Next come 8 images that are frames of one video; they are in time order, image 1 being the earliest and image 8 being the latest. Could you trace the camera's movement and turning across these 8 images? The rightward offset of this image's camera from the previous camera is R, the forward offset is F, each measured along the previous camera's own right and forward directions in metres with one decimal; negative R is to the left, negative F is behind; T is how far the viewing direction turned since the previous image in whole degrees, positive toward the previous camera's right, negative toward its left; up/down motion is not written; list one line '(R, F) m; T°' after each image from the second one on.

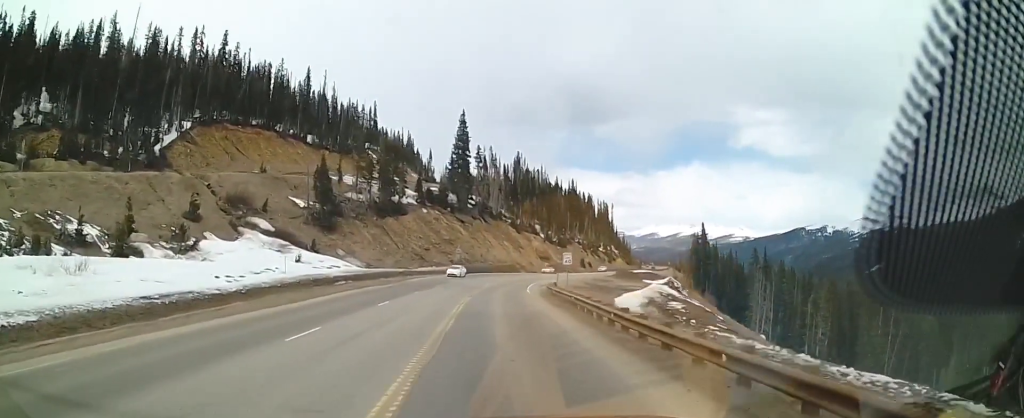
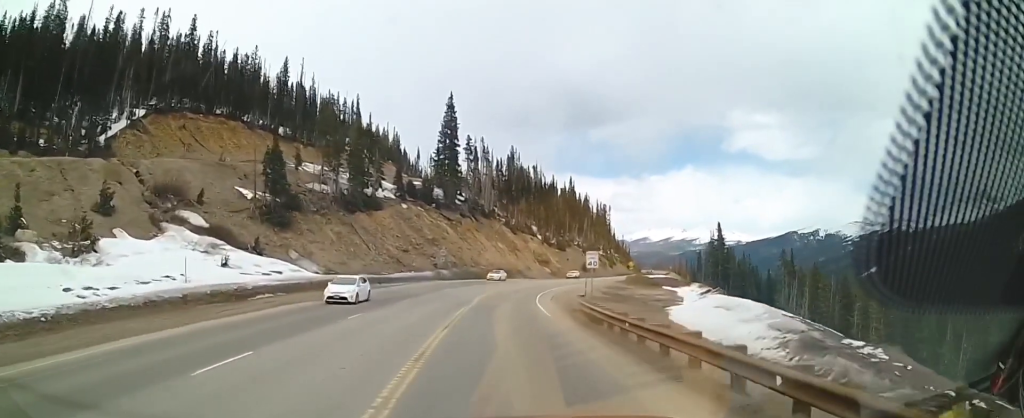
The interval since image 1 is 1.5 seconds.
(-0.1, +16.5) m; +1°
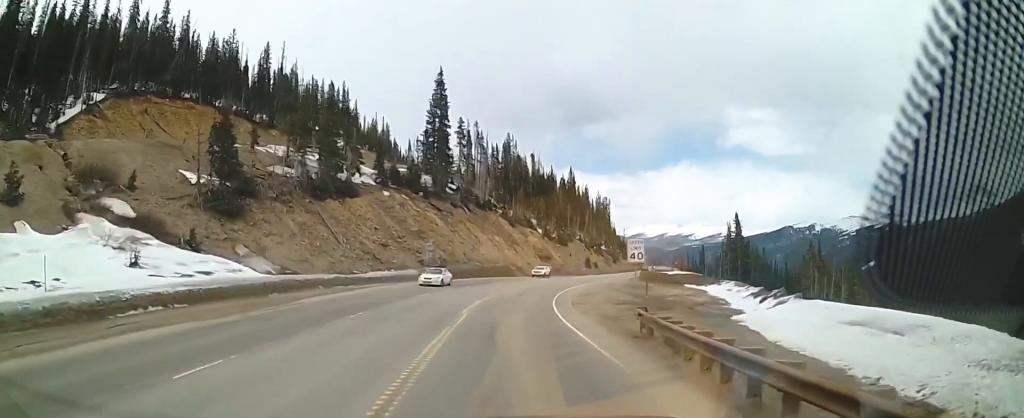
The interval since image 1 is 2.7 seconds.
(+0.2, +12.9) m; +2°
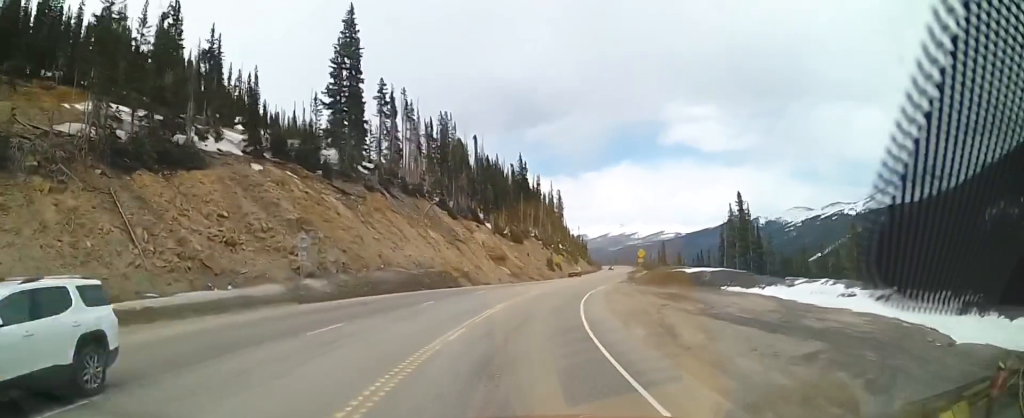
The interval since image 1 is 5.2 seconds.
(+1.2, +30.4) m; +11°
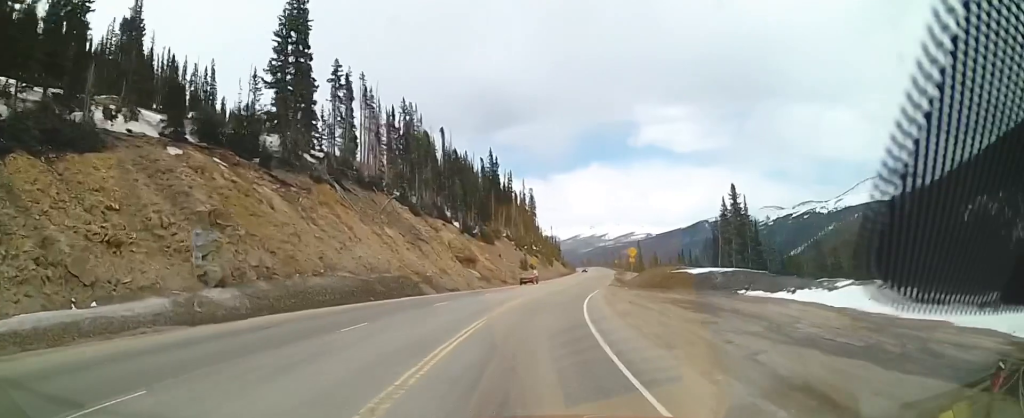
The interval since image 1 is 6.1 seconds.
(+1.3, +10.7) m; +7°
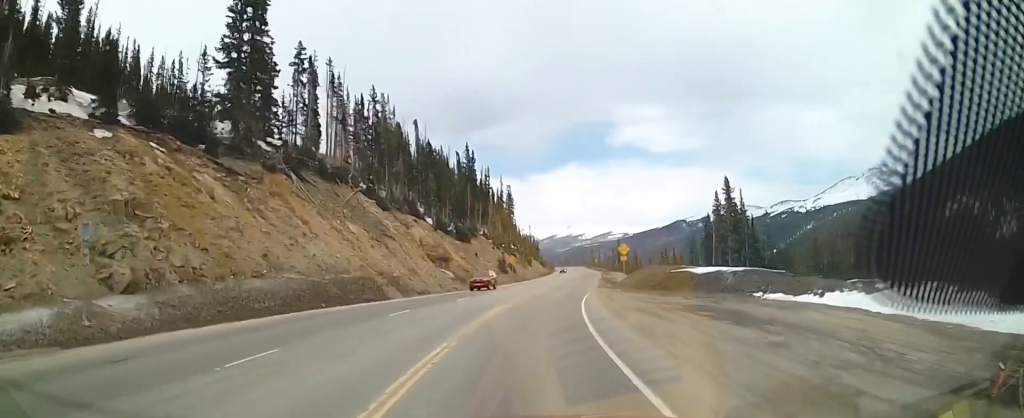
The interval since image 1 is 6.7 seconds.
(+0.1, +7.2) m; -1°
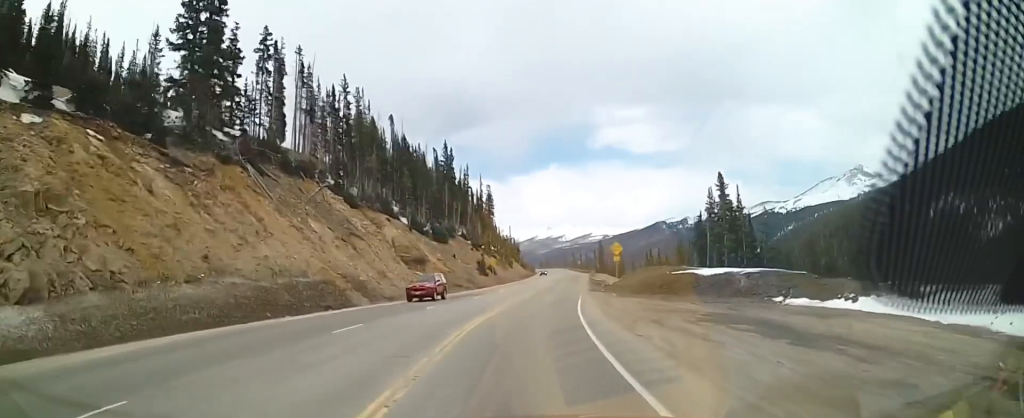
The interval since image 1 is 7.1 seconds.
(0.0, +5.9) m; 0°
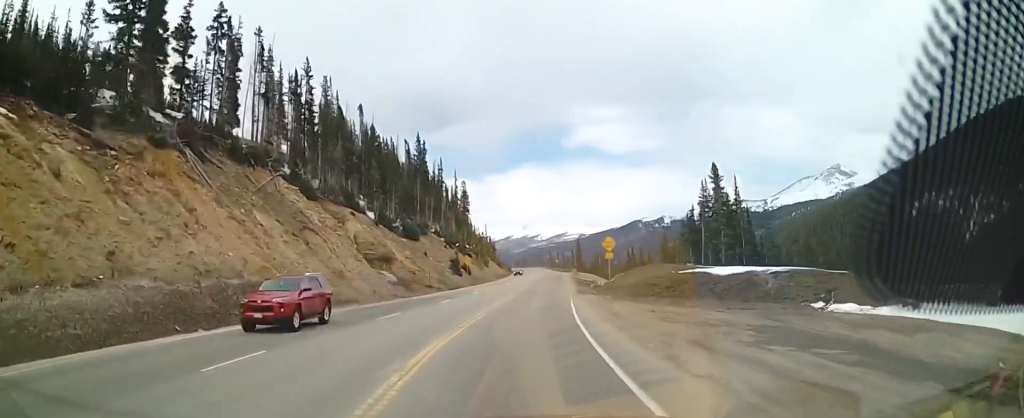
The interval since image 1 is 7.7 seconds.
(-0.4, +7.3) m; +1°
